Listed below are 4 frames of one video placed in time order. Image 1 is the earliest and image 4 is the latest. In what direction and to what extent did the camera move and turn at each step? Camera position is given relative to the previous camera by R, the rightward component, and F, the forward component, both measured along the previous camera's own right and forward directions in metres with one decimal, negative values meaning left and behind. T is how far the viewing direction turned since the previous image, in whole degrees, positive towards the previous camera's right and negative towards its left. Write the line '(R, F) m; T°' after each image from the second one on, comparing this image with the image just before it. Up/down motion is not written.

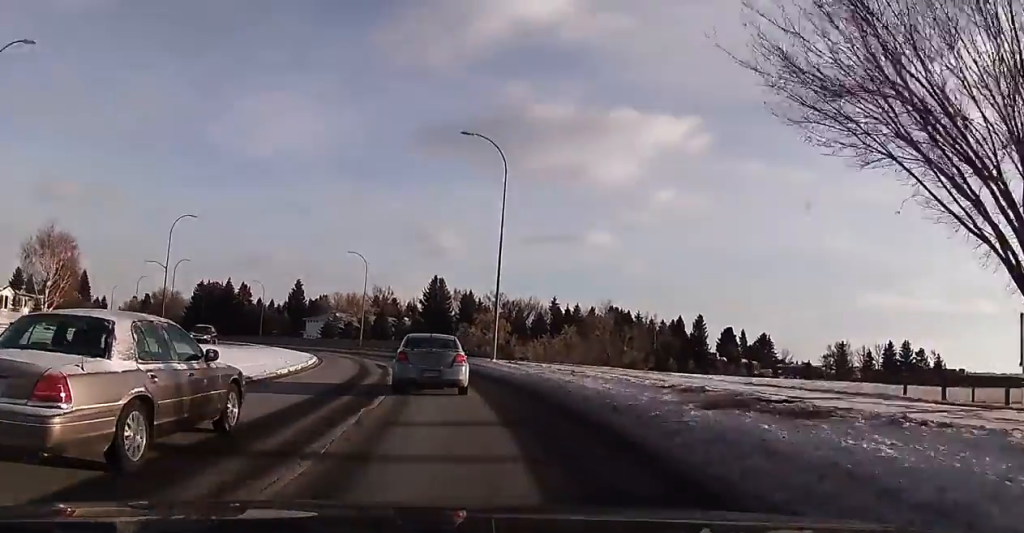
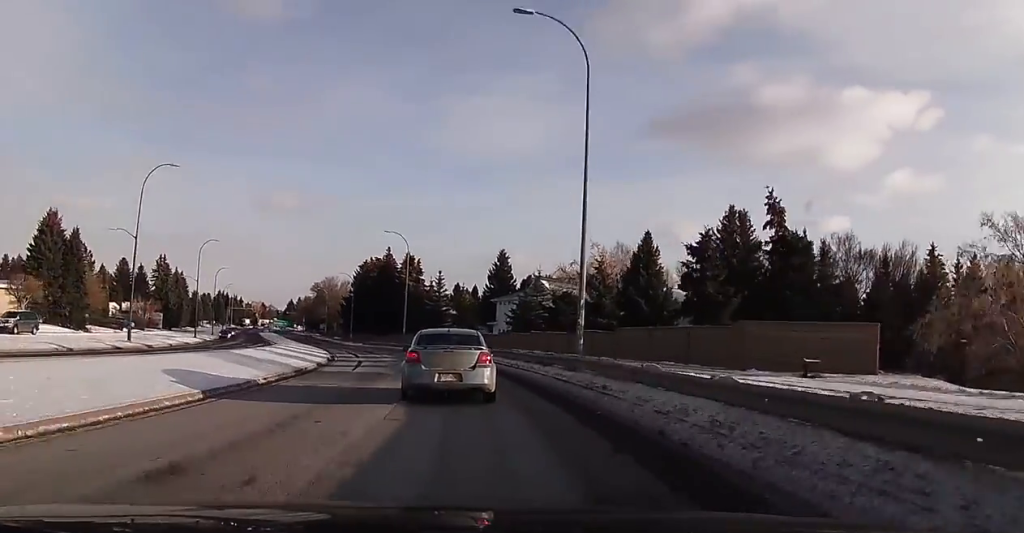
(-10.2, +64.8) m; -20°
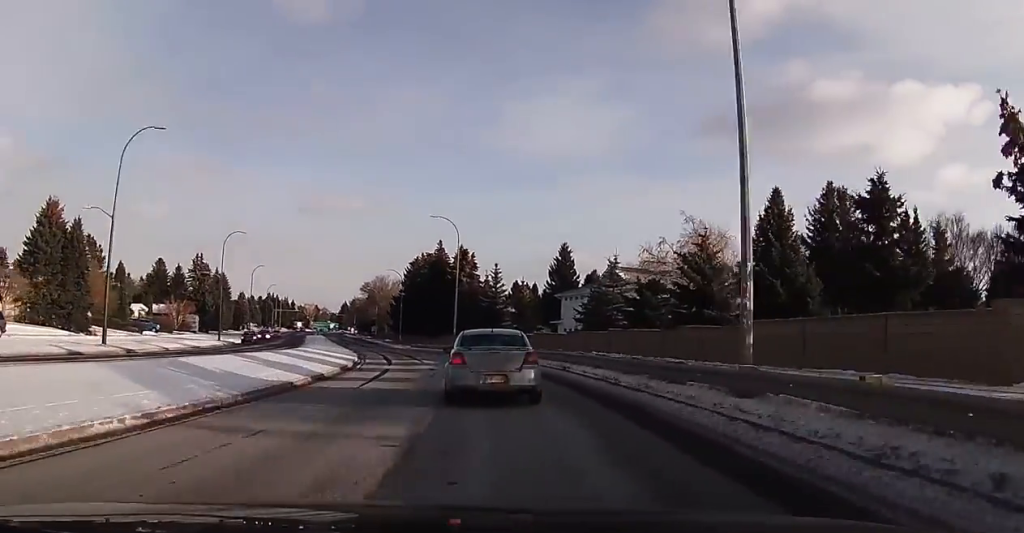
(+0.1, +10.5) m; -4°
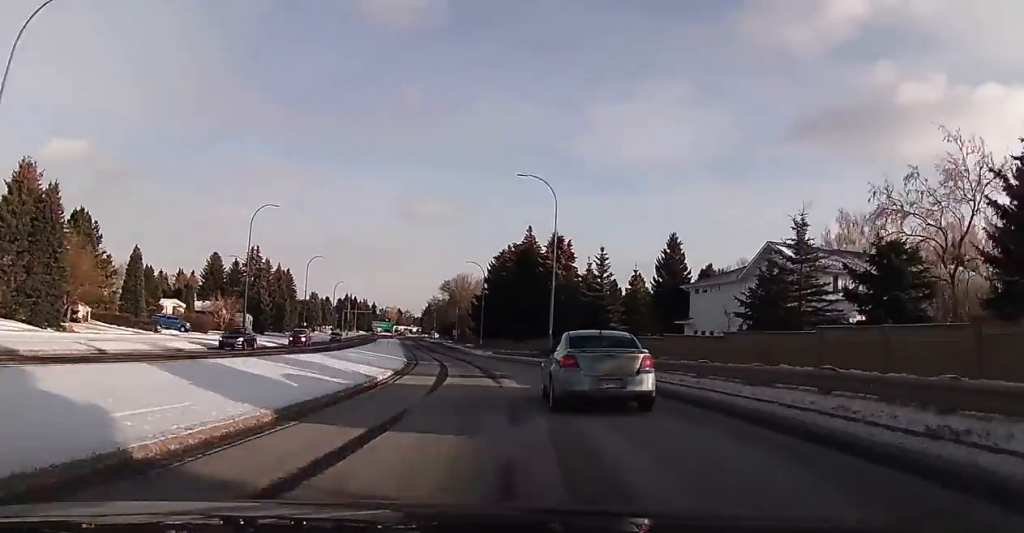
(-1.5, +17.9) m; -8°
